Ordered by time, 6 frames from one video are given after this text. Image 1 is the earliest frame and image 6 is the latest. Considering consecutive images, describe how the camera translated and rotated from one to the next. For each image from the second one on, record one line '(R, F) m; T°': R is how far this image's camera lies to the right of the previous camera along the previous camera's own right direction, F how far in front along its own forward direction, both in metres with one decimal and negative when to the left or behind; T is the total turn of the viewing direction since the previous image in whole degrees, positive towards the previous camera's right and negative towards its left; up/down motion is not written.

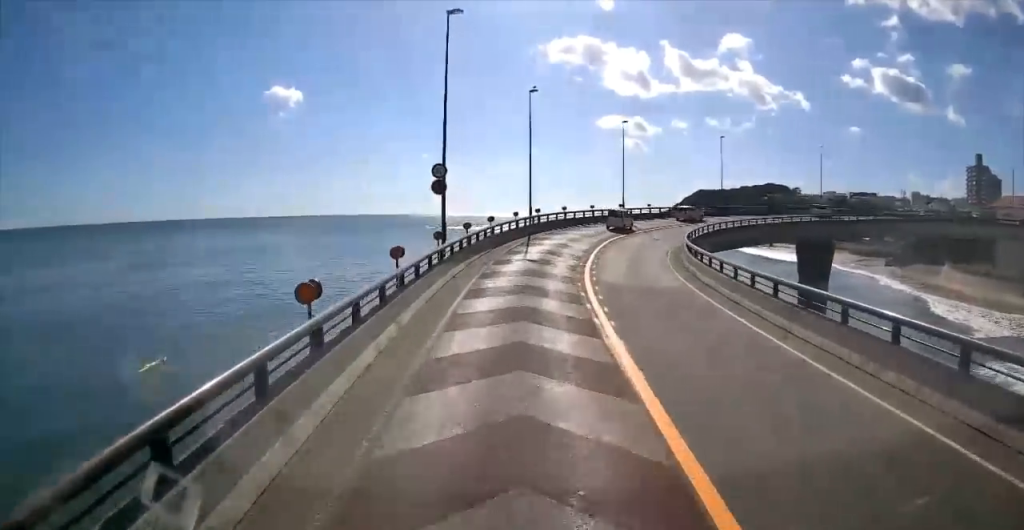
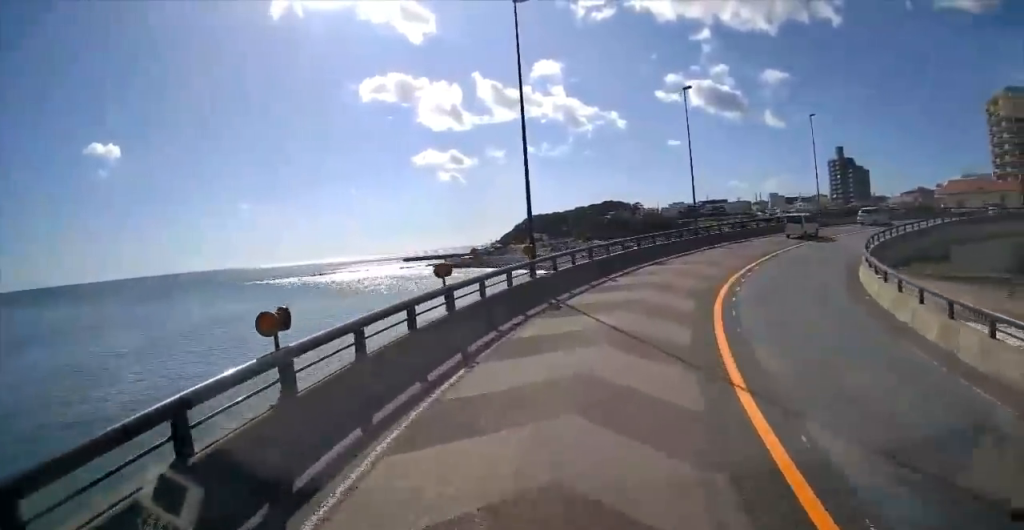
(+2.0, +42.3) m; +17°
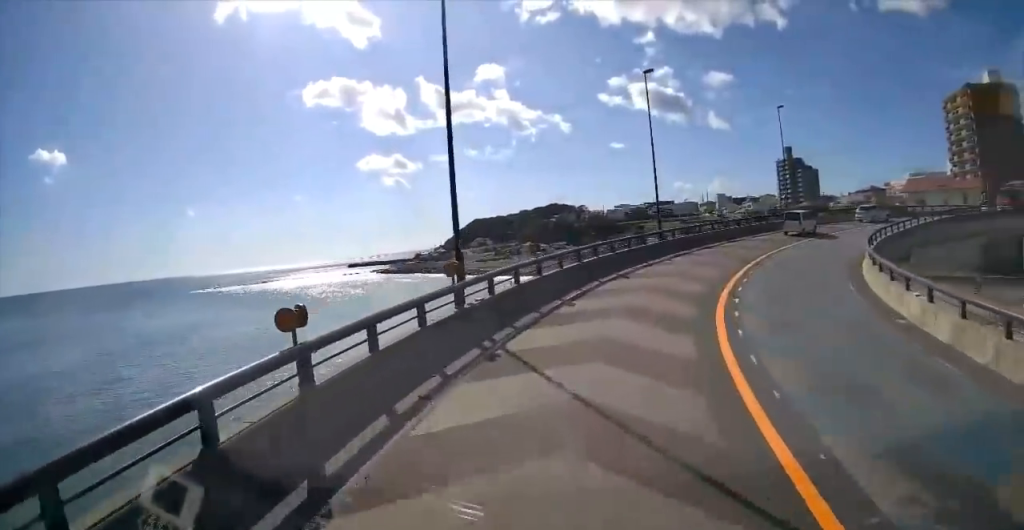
(-0.1, +5.1) m; +14°
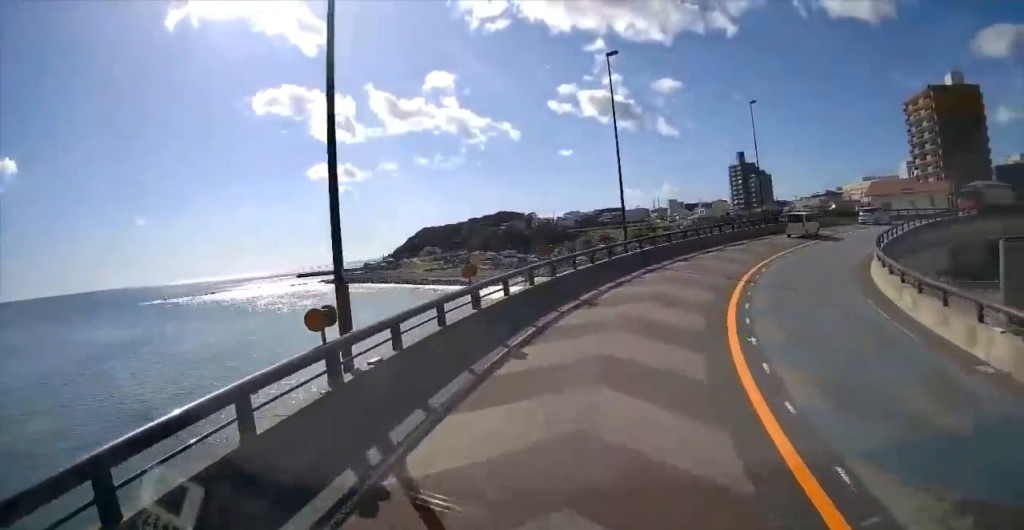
(+0.3, +4.5) m; +13°
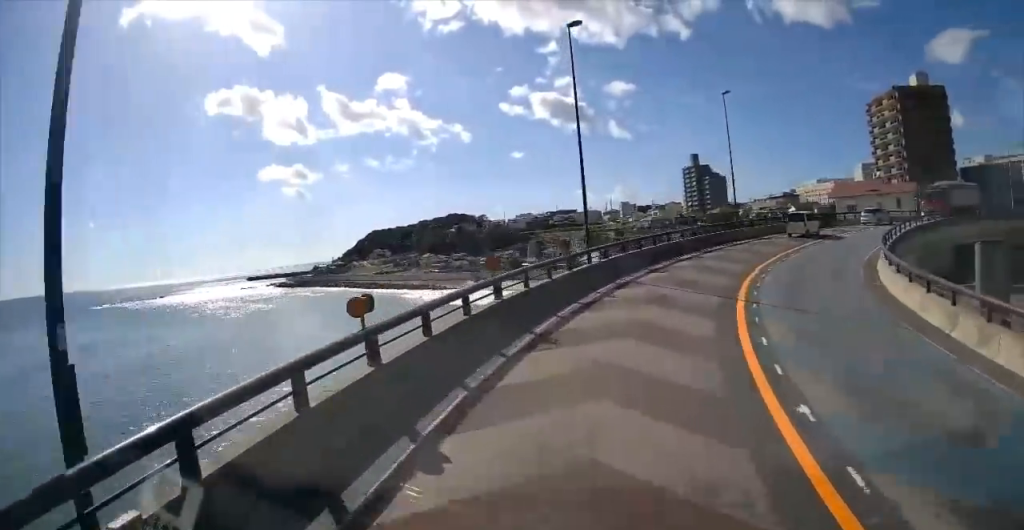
(+1.5, +4.1) m; +12°
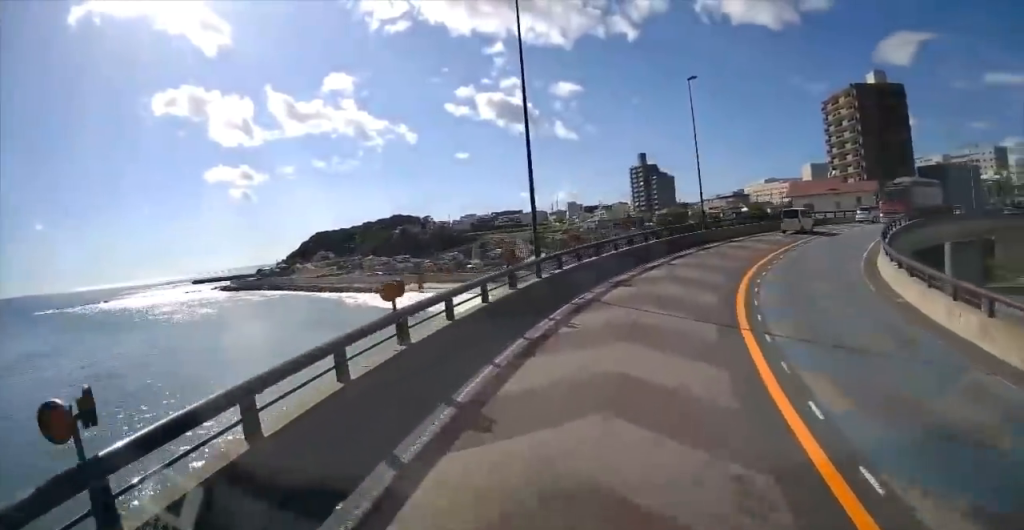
(+0.6, +4.3) m; +9°
